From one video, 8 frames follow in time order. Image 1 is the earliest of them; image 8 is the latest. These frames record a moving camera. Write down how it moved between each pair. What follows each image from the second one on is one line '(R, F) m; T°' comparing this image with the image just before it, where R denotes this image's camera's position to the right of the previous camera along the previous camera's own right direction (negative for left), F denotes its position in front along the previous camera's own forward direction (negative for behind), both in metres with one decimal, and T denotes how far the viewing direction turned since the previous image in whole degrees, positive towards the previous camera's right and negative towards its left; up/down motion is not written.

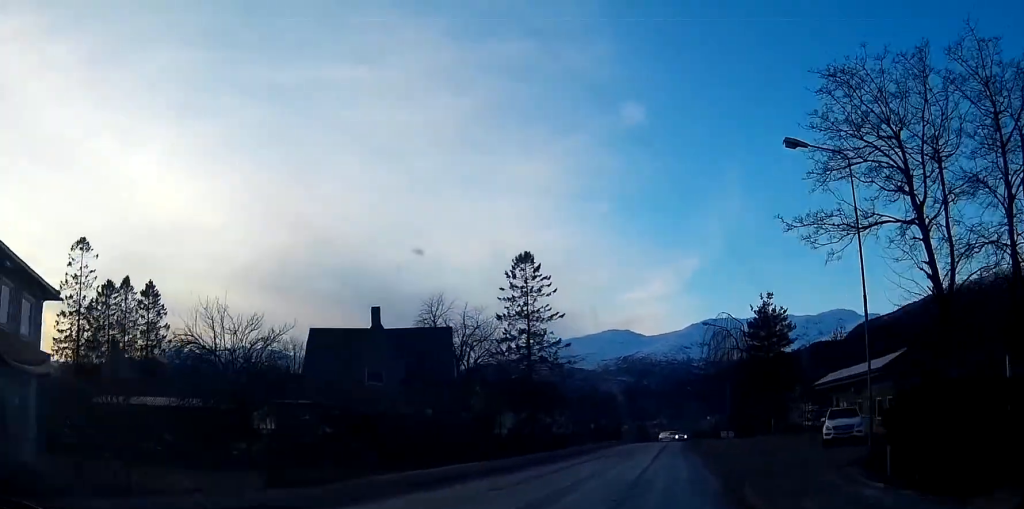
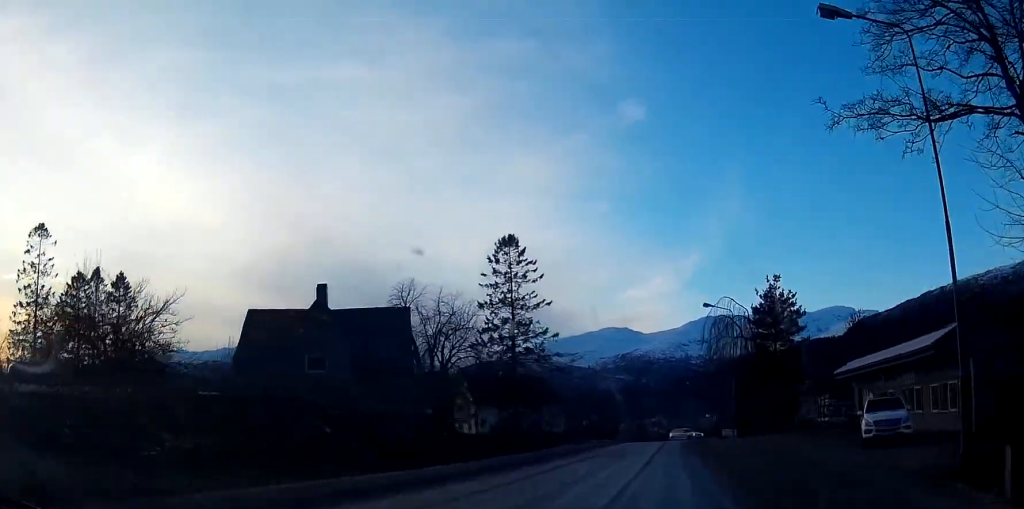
(+0.1, +7.6) m; 0°
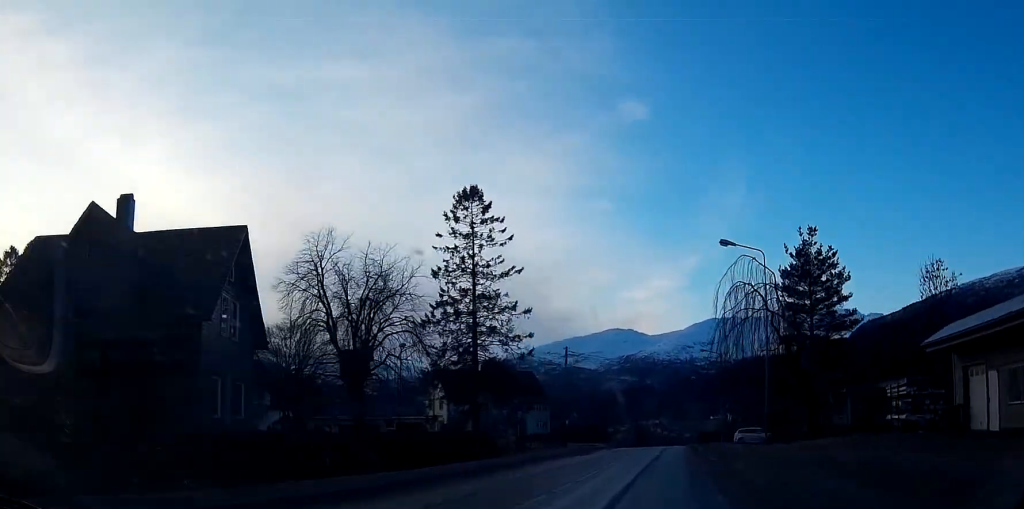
(0.0, +17.8) m; -1°
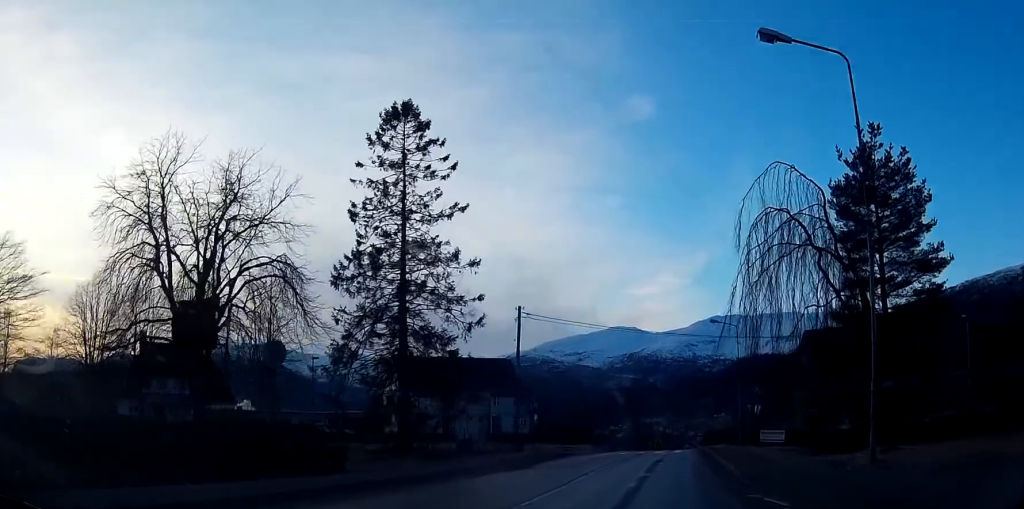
(-0.2, +18.5) m; -1°
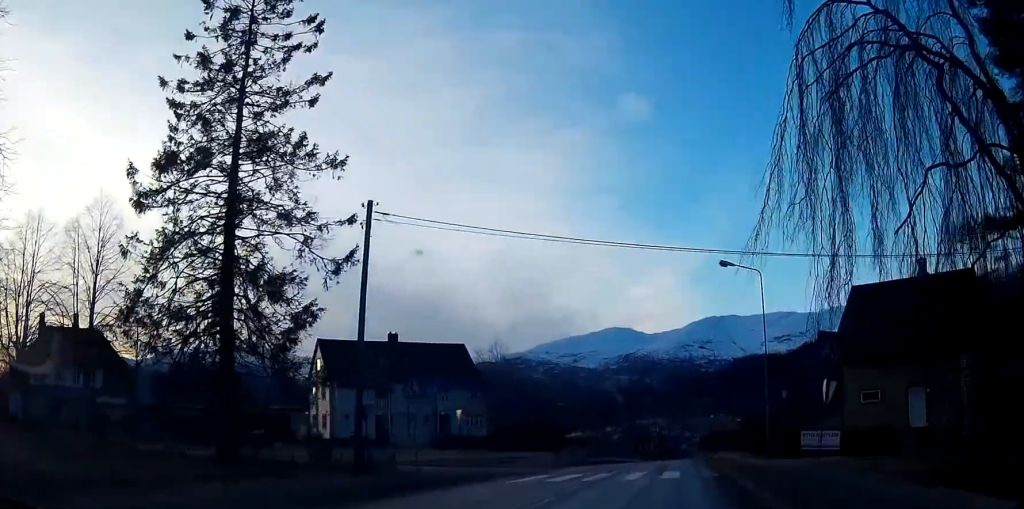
(0.0, +20.2) m; +1°
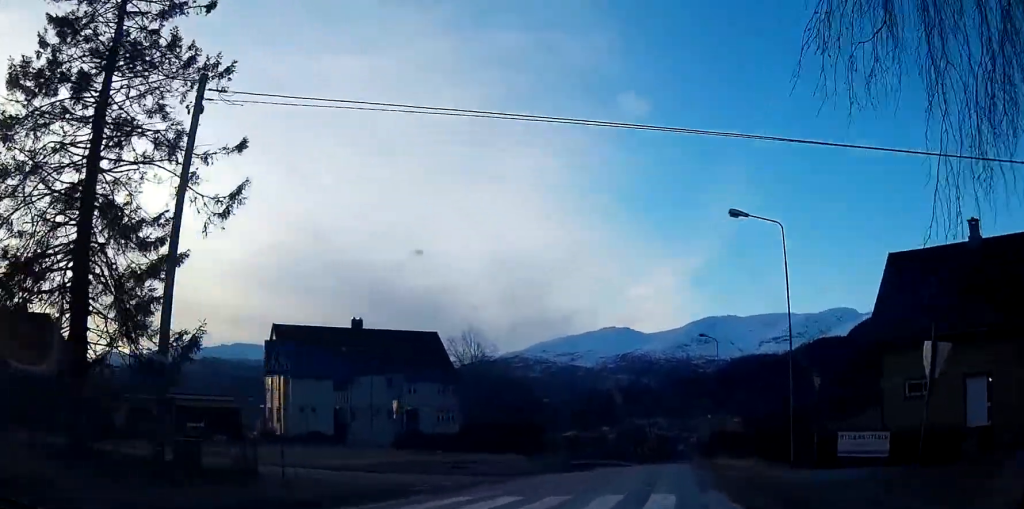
(+0.1, +9.2) m; +1°
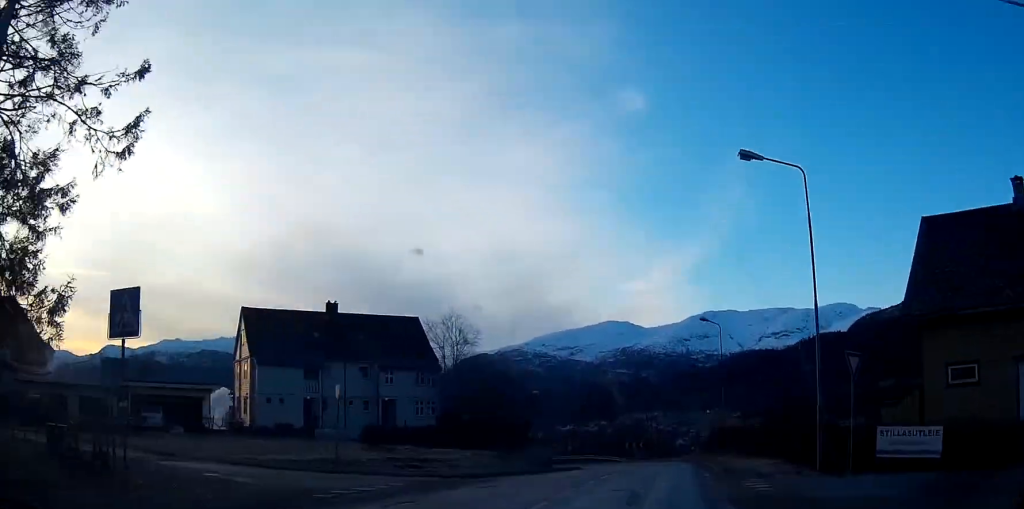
(0.0, +5.7) m; 0°
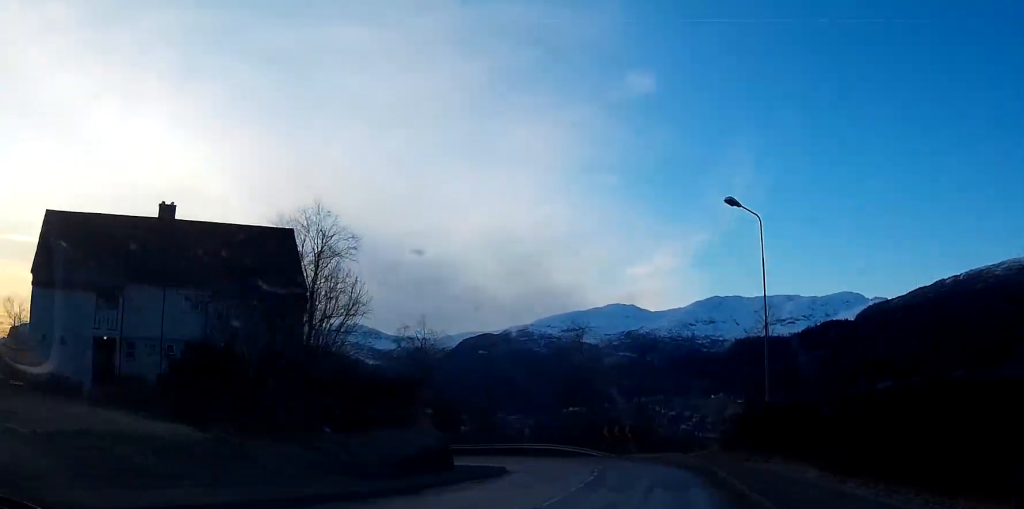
(+0.1, +25.8) m; 0°
